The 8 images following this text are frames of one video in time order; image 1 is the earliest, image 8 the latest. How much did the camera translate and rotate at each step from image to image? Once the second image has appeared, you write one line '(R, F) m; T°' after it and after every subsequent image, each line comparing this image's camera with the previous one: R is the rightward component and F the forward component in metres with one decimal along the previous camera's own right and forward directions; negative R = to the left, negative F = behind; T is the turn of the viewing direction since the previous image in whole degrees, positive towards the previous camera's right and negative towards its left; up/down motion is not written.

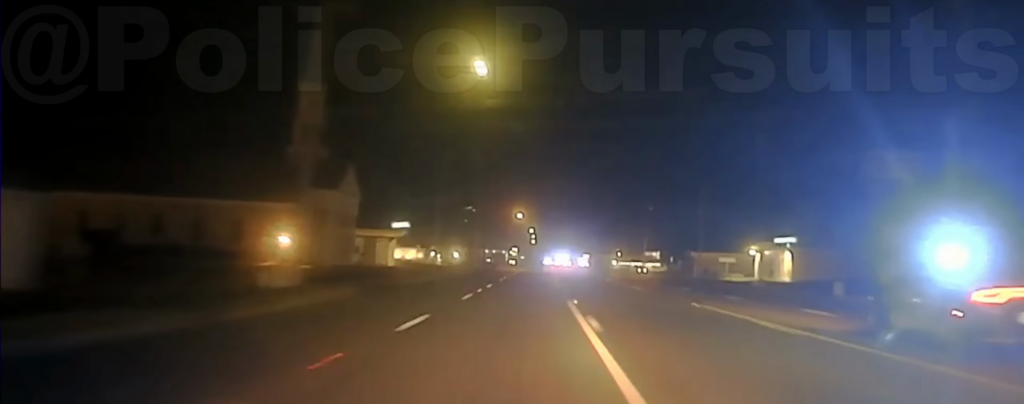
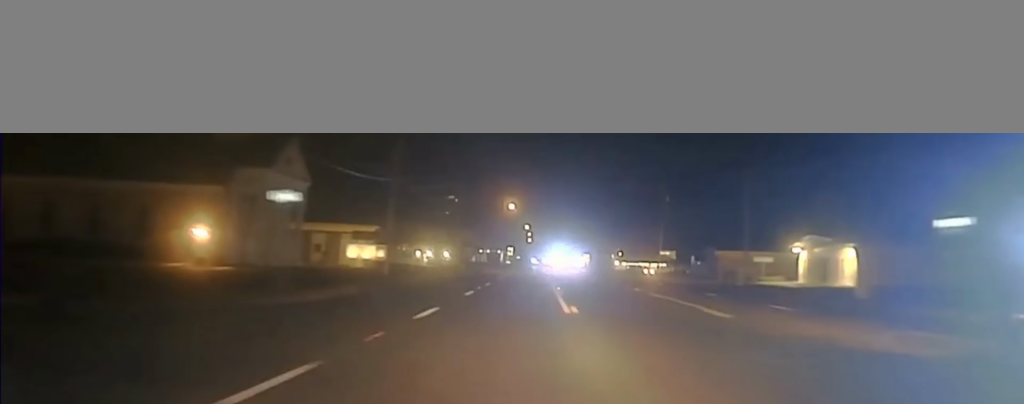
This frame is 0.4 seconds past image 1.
(0.0, +19.8) m; 0°
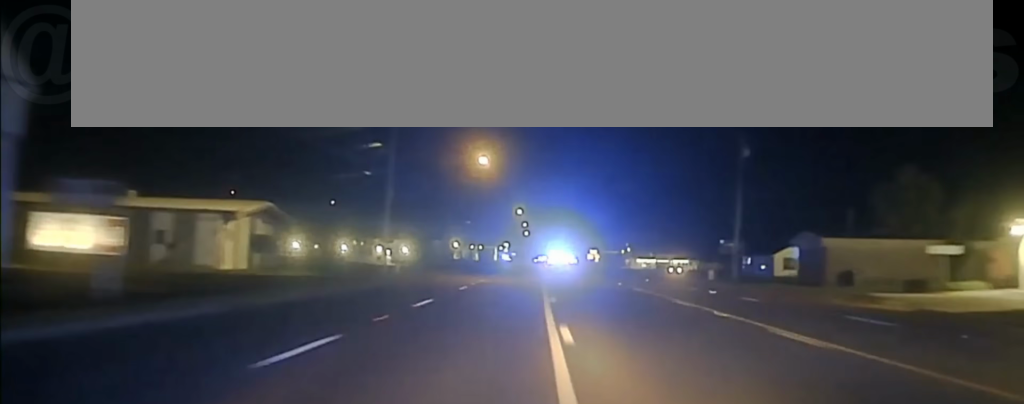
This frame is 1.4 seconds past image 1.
(+0.1, +39.6) m; 0°
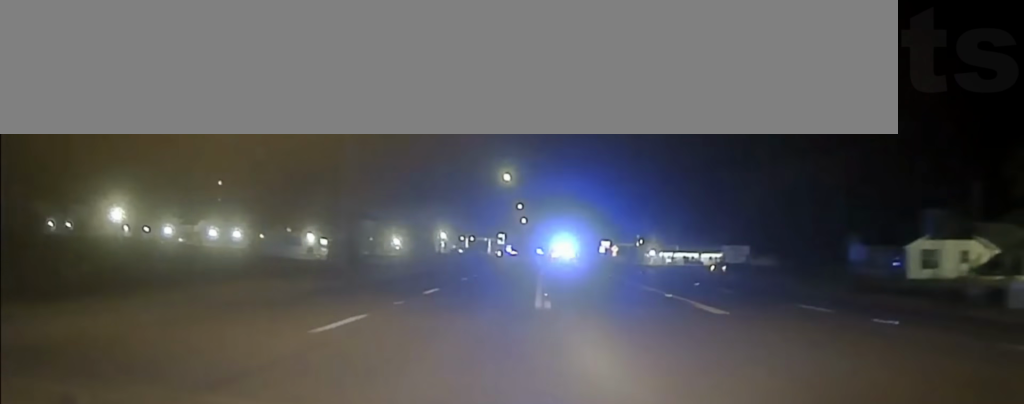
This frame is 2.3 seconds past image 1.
(0.0, +41.3) m; 0°
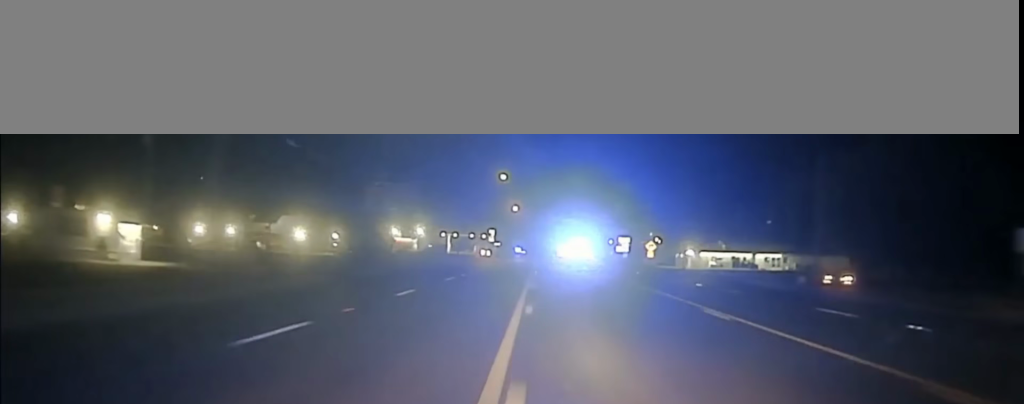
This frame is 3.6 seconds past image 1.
(+0.2, +54.5) m; 0°
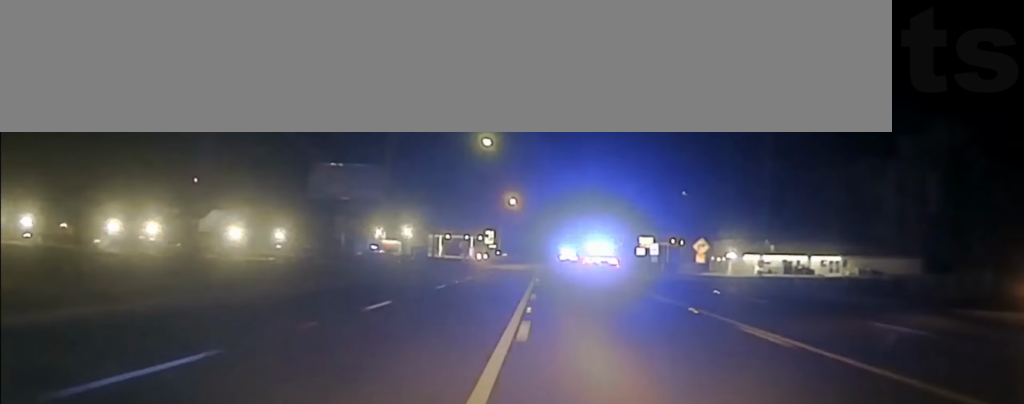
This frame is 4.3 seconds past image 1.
(+0.2, +31.6) m; 0°
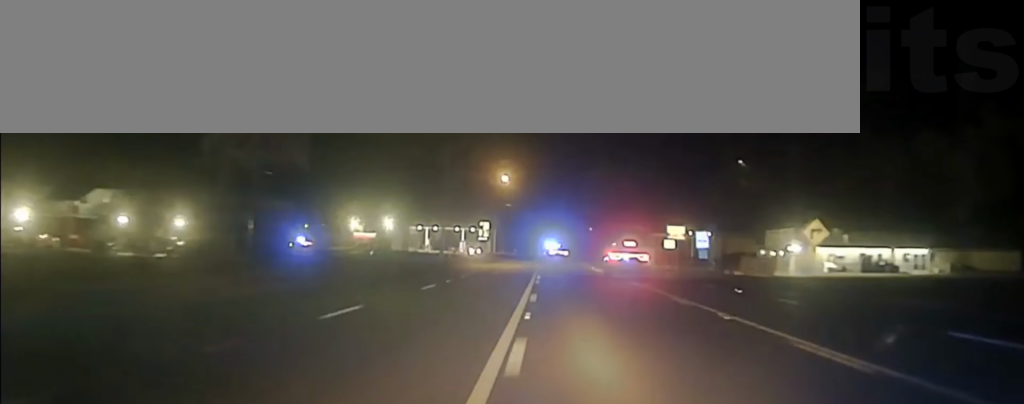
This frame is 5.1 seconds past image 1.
(-0.3, +31.0) m; -1°
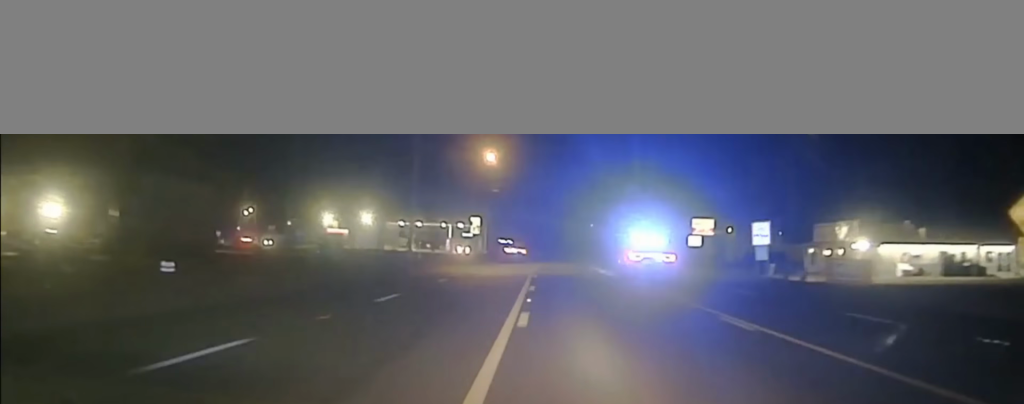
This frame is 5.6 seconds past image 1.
(-0.2, +21.3) m; -1°
